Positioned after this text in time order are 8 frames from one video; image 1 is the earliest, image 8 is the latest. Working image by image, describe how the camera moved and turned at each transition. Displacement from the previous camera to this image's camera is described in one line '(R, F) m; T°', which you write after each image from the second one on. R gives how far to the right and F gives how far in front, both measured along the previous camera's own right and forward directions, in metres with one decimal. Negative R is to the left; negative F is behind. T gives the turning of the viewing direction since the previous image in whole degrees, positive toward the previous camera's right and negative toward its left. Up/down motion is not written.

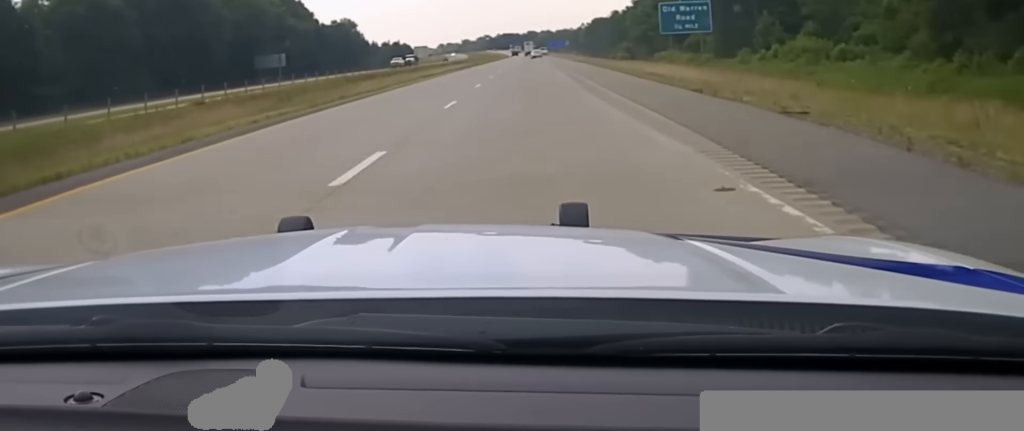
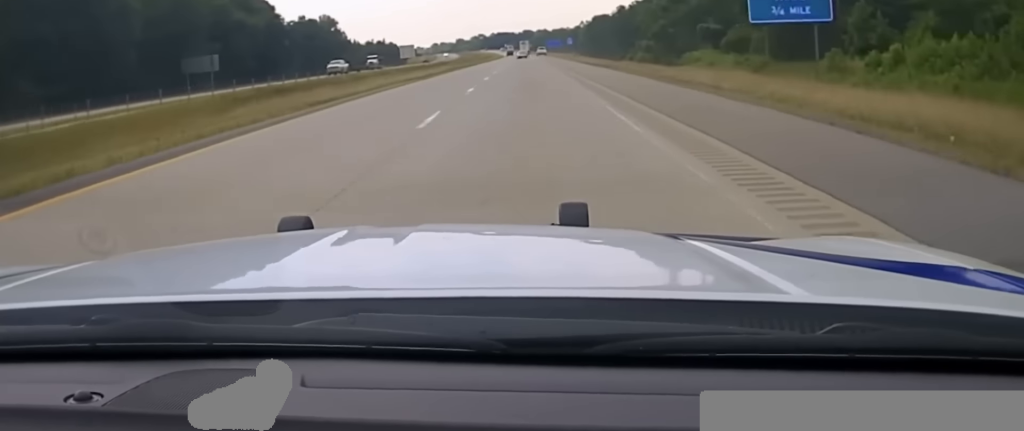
(+0.1, +29.1) m; 0°
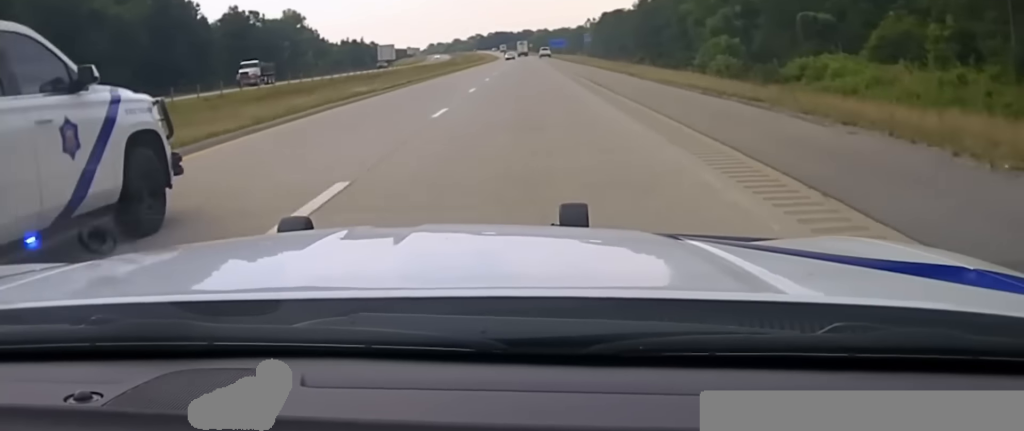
(-0.2, +48.1) m; 0°
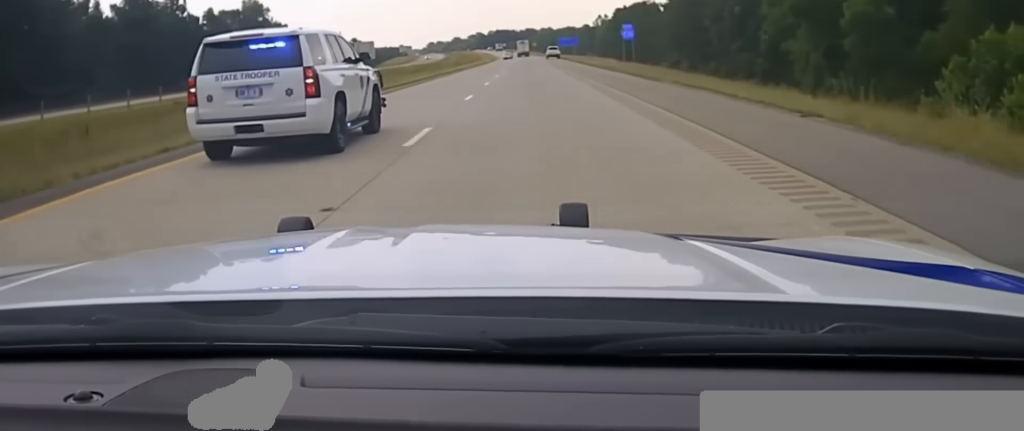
(+0.3, +43.3) m; 0°
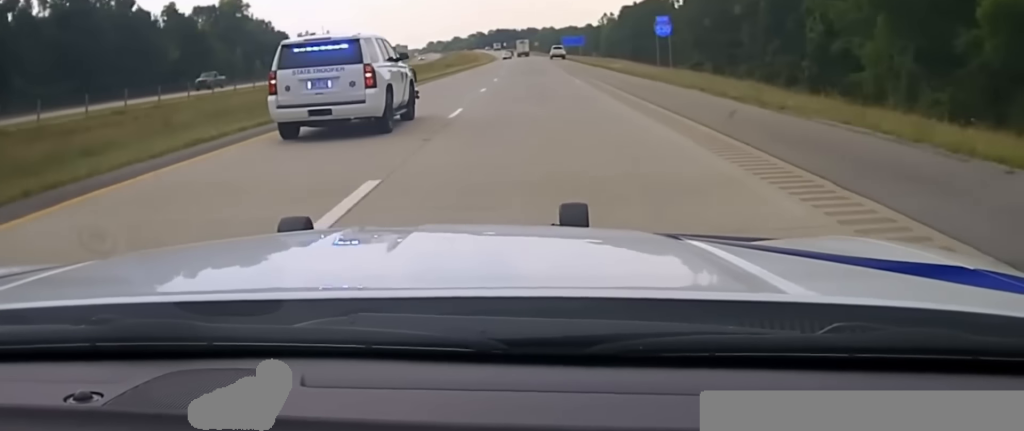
(0.0, +18.6) m; 0°
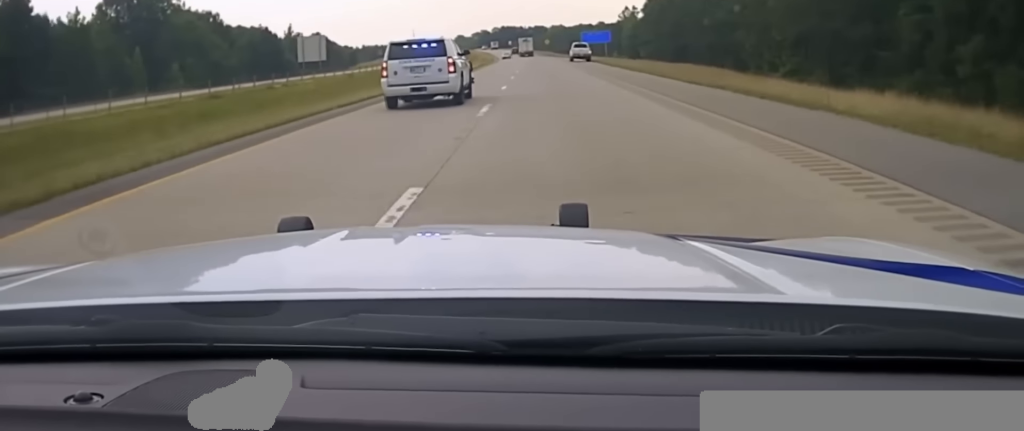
(-0.4, +48.0) m; -1°
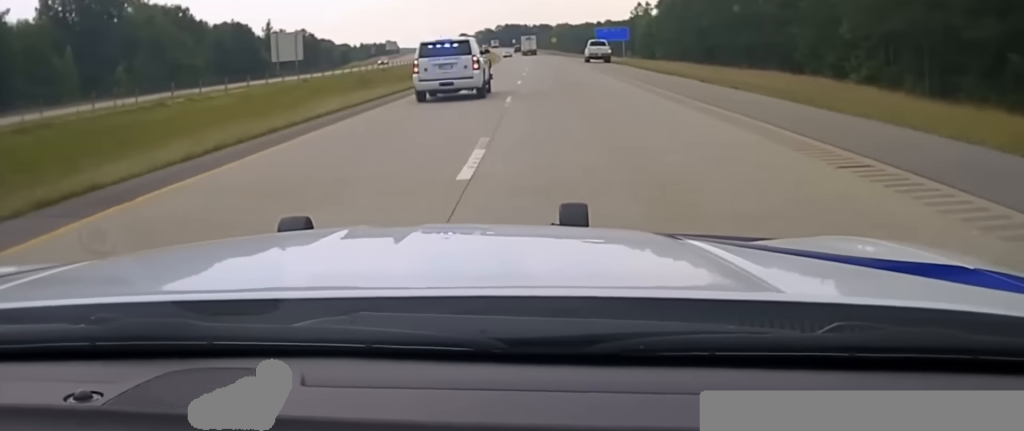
(+0.1, +20.7) m; 0°
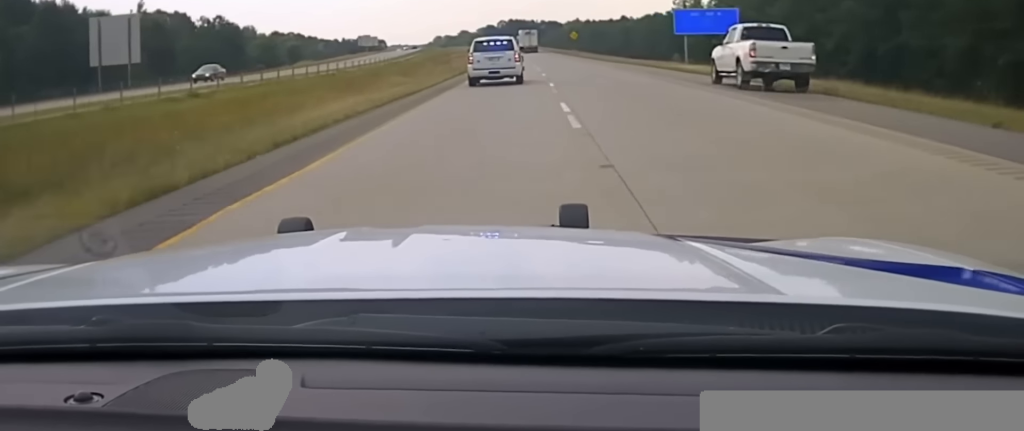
(-0.7, +65.6) m; -1°
